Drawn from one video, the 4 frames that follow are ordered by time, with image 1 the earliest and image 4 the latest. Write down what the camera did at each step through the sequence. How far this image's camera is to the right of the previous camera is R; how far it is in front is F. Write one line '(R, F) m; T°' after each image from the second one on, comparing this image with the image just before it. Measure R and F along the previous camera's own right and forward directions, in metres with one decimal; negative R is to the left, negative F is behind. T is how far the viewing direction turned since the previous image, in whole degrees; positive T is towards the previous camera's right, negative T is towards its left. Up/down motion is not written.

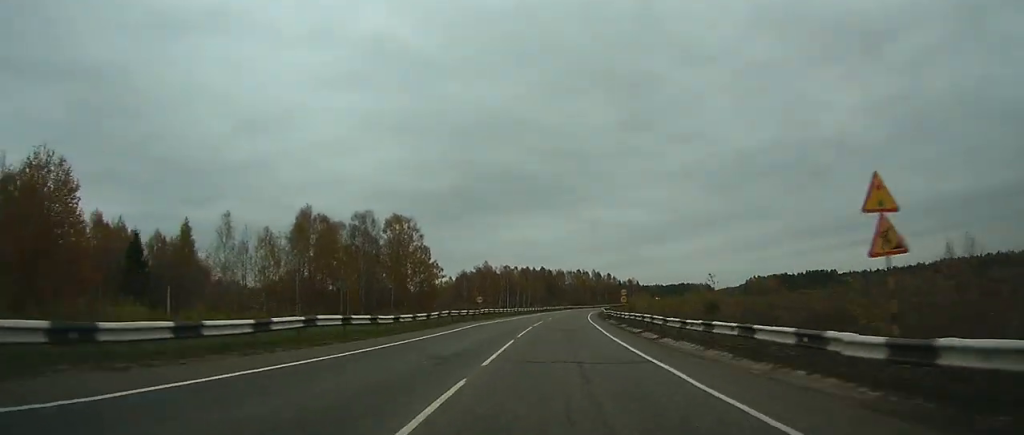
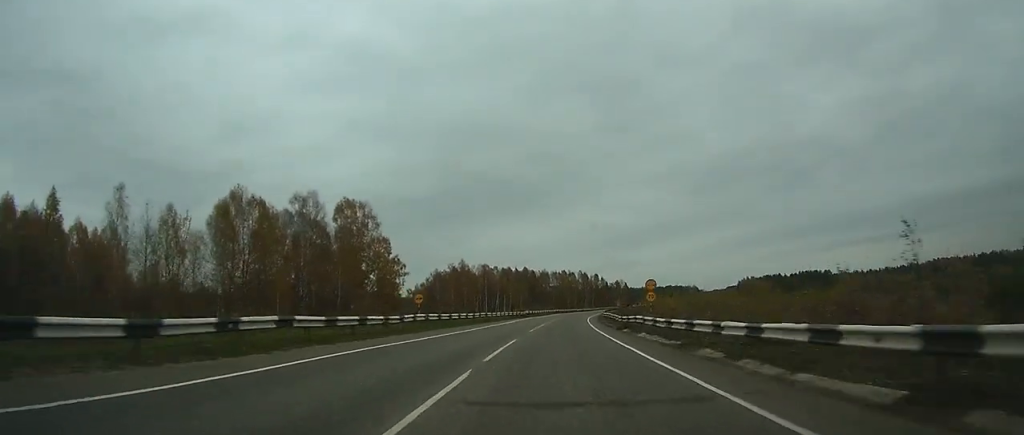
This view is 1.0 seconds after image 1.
(+0.4, +21.7) m; +2°
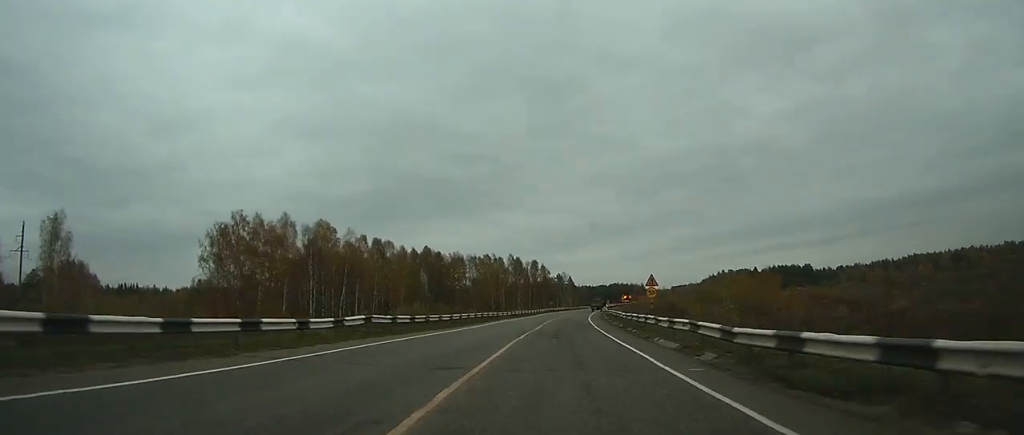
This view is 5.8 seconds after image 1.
(+6.2, +103.7) m; +7°
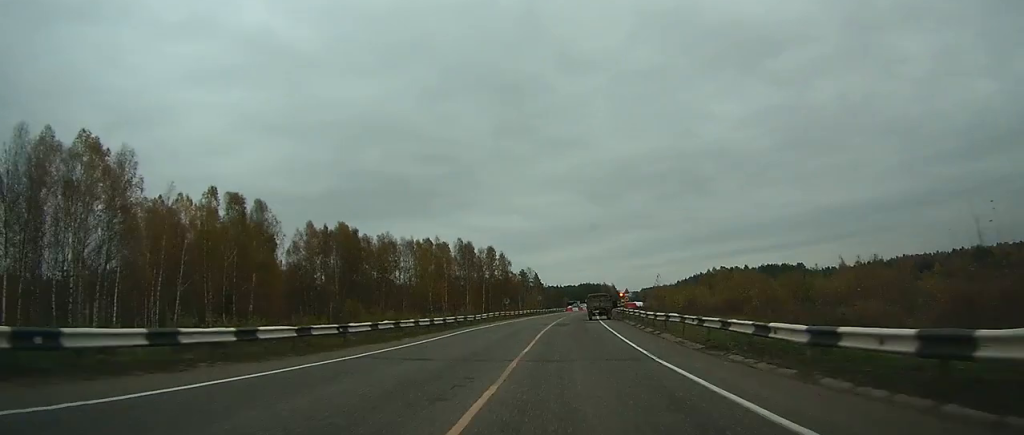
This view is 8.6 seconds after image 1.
(+1.6, +52.1) m; +4°
